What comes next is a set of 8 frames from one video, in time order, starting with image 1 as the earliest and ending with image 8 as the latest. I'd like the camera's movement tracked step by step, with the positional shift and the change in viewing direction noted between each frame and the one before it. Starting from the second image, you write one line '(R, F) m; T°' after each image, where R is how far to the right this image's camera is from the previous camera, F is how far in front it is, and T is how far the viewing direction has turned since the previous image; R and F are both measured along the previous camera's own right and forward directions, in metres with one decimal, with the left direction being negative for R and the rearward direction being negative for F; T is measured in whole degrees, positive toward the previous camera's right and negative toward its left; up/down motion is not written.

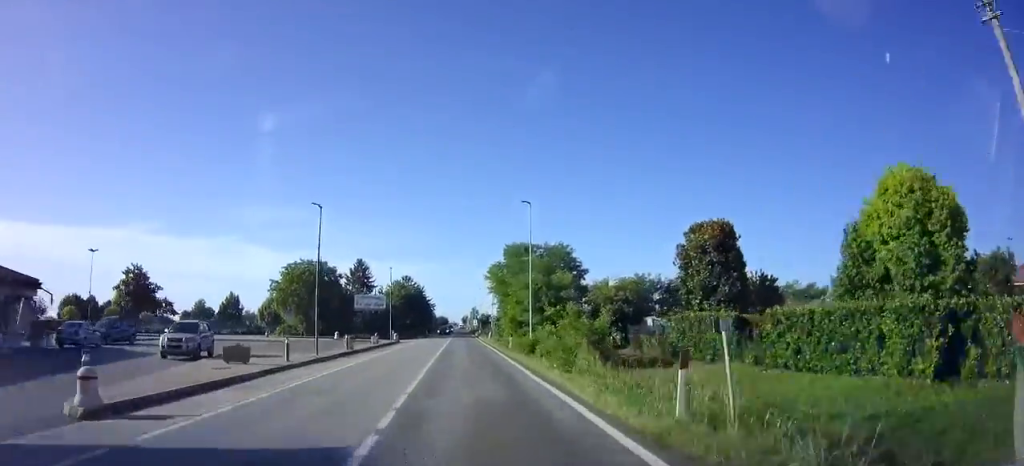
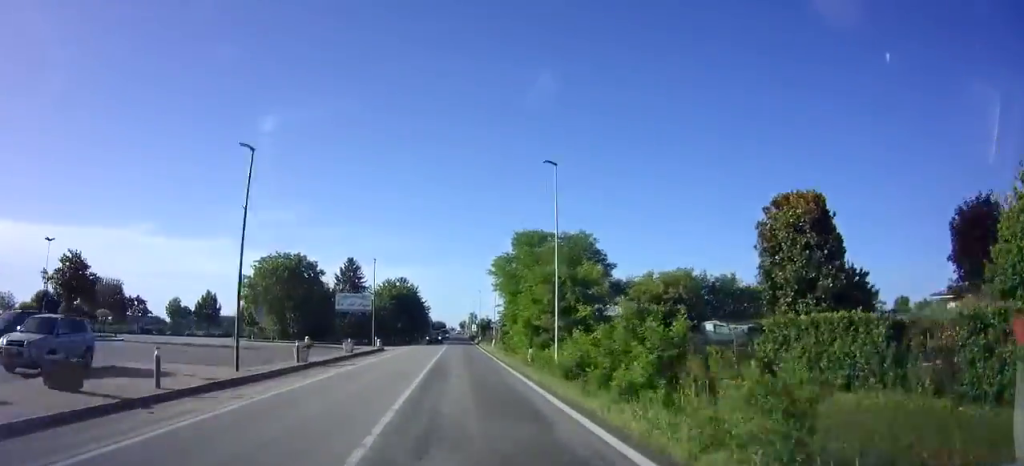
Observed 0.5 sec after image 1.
(0.0, +9.3) m; 0°
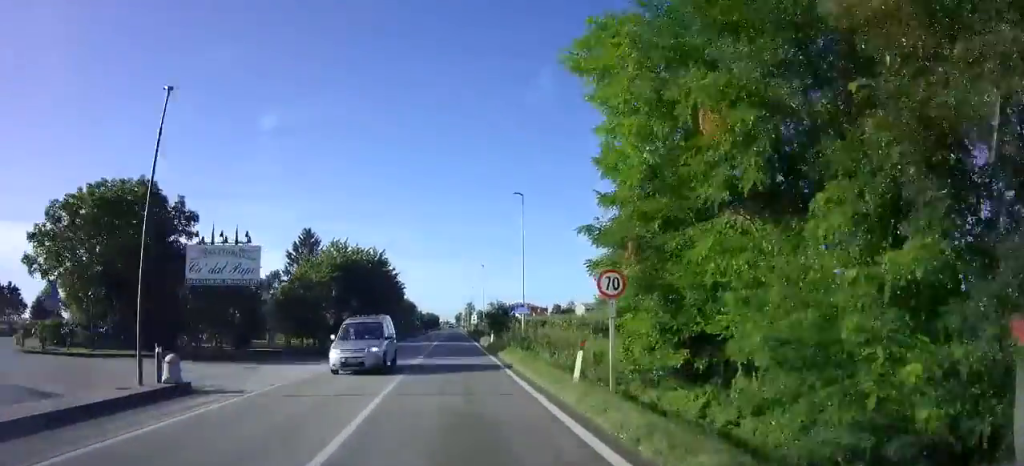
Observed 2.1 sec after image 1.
(+0.2, +33.0) m; 0°
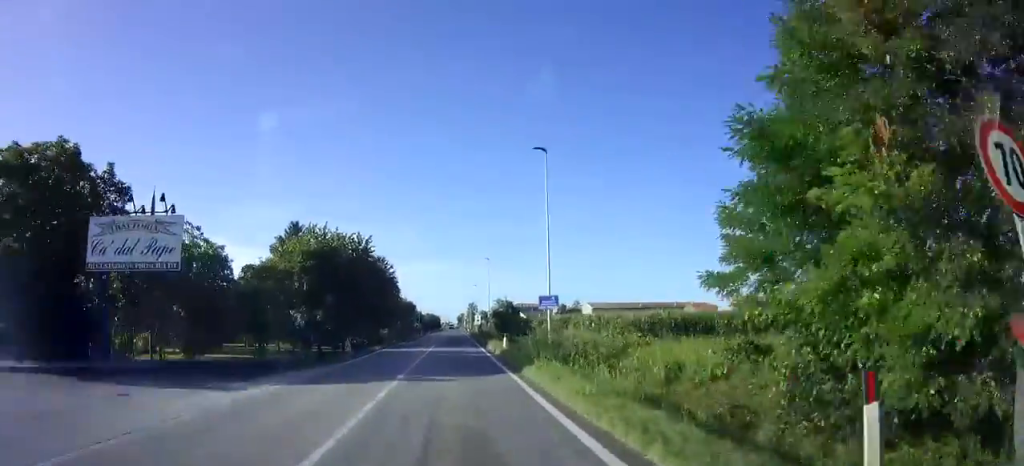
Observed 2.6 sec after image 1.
(0.0, +8.4) m; 0°
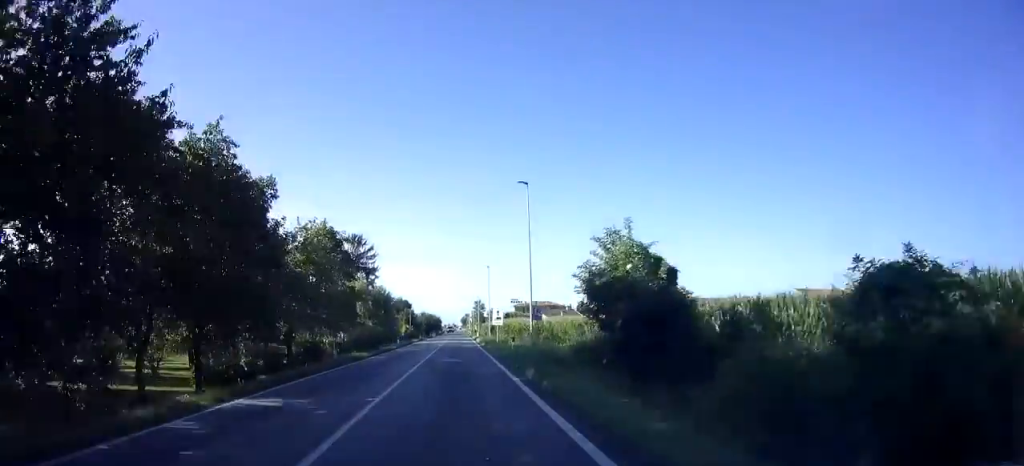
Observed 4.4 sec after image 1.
(-0.2, +34.0) m; -1°
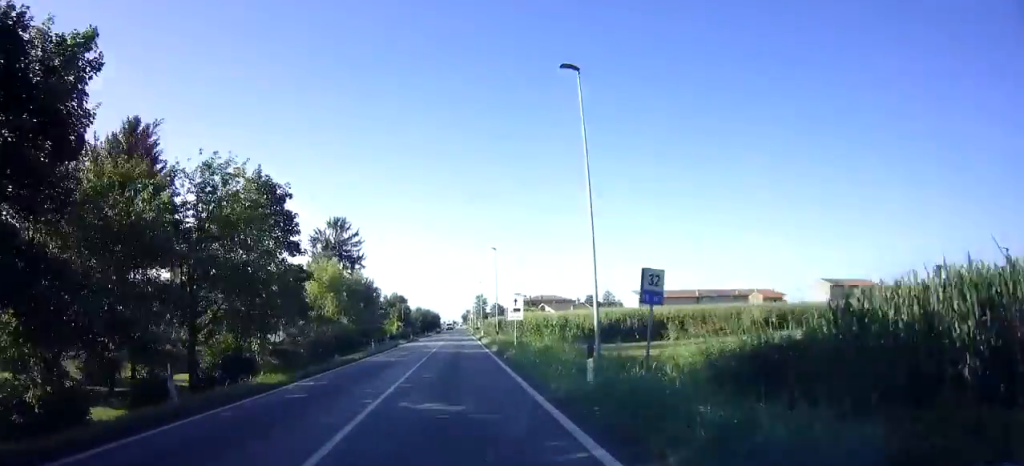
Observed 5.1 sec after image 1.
(-0.1, +13.4) m; 0°
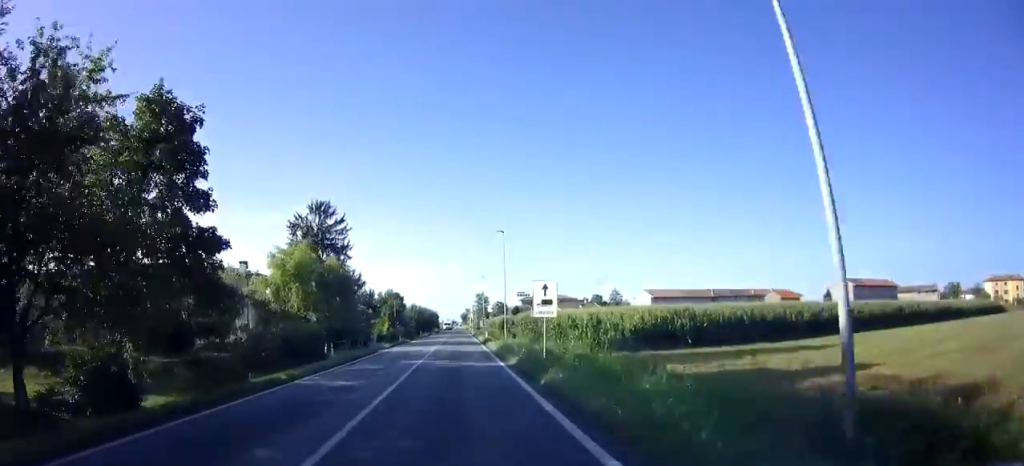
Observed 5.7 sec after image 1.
(0.0, +10.8) m; 0°
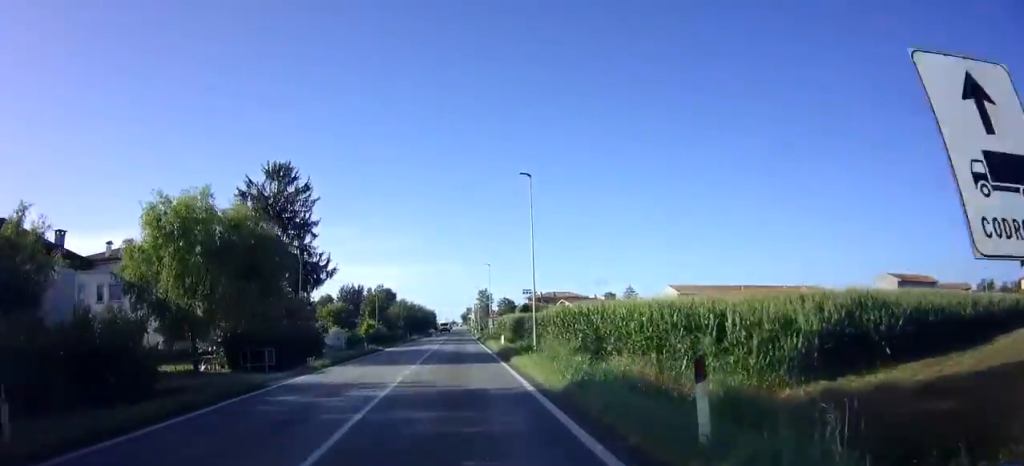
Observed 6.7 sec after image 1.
(0.0, +17.1) m; 0°
